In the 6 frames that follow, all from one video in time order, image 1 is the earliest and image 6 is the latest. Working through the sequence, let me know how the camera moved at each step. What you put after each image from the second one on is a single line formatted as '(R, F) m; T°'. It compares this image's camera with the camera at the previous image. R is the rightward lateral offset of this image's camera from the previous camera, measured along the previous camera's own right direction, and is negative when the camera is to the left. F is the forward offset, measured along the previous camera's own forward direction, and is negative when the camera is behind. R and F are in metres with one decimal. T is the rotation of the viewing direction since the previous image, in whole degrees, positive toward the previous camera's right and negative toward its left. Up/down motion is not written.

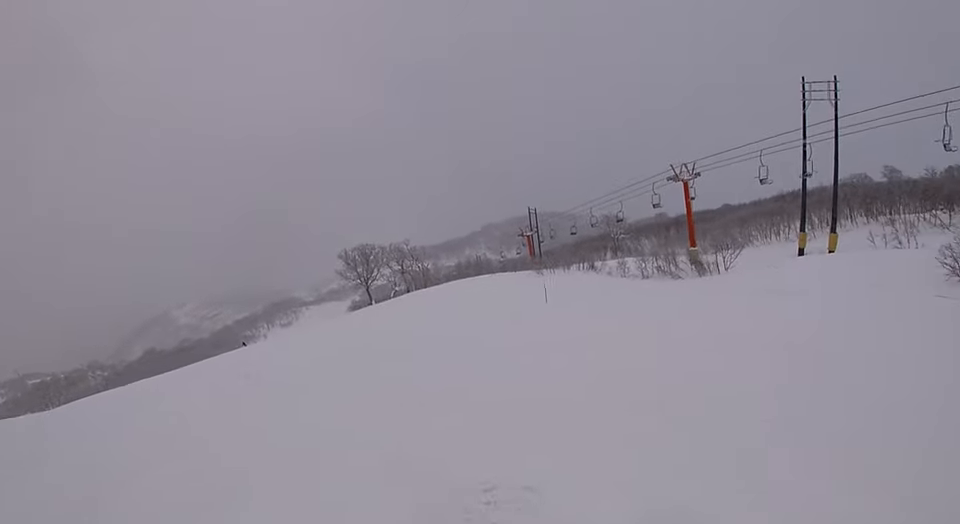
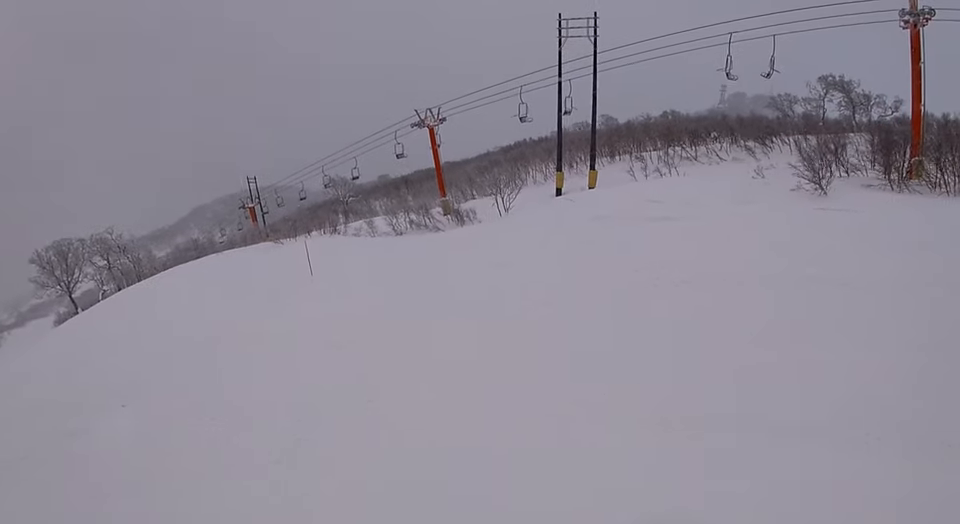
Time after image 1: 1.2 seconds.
(+3.7, +5.5) m; +30°
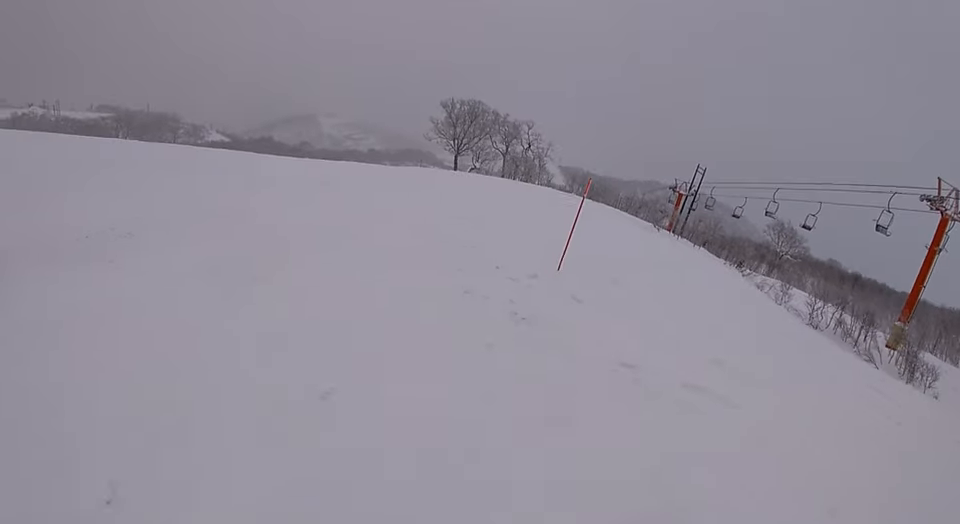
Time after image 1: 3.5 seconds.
(-4.3, +11.8) m; -46°
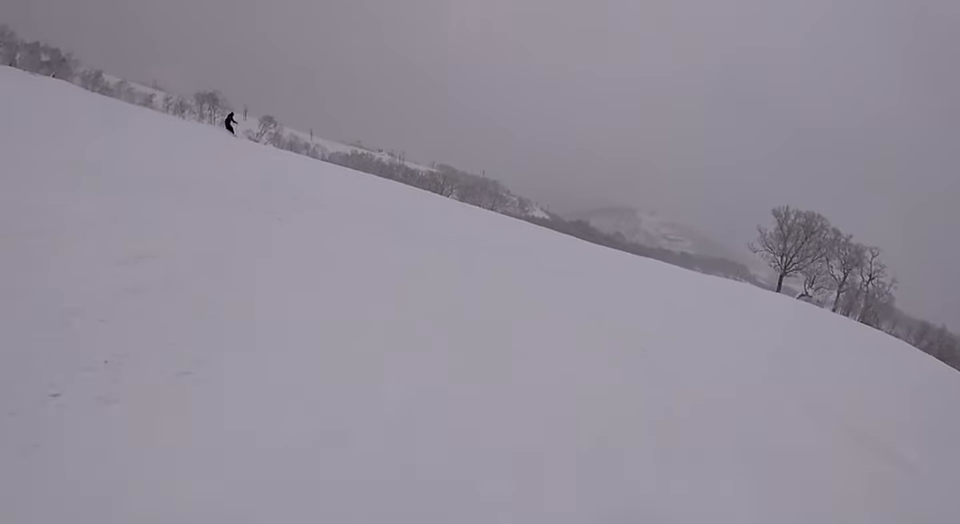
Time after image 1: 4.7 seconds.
(-2.1, +6.4) m; -31°
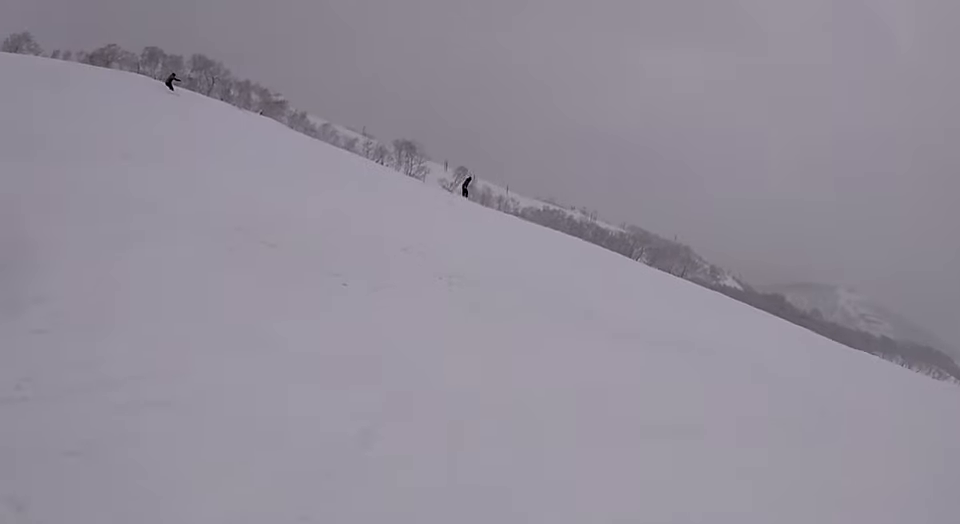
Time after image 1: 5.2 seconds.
(-0.3, +2.9) m; -9°
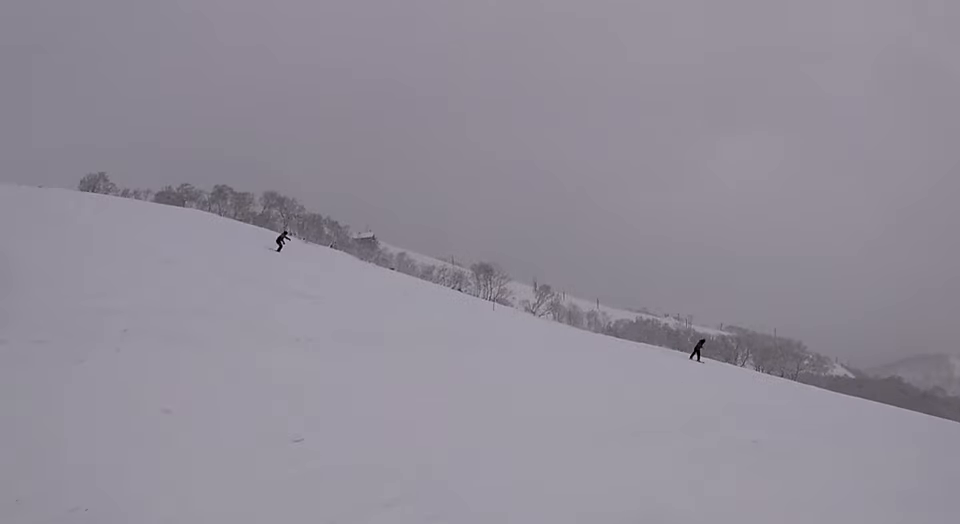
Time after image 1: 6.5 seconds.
(-0.6, +7.2) m; -7°
